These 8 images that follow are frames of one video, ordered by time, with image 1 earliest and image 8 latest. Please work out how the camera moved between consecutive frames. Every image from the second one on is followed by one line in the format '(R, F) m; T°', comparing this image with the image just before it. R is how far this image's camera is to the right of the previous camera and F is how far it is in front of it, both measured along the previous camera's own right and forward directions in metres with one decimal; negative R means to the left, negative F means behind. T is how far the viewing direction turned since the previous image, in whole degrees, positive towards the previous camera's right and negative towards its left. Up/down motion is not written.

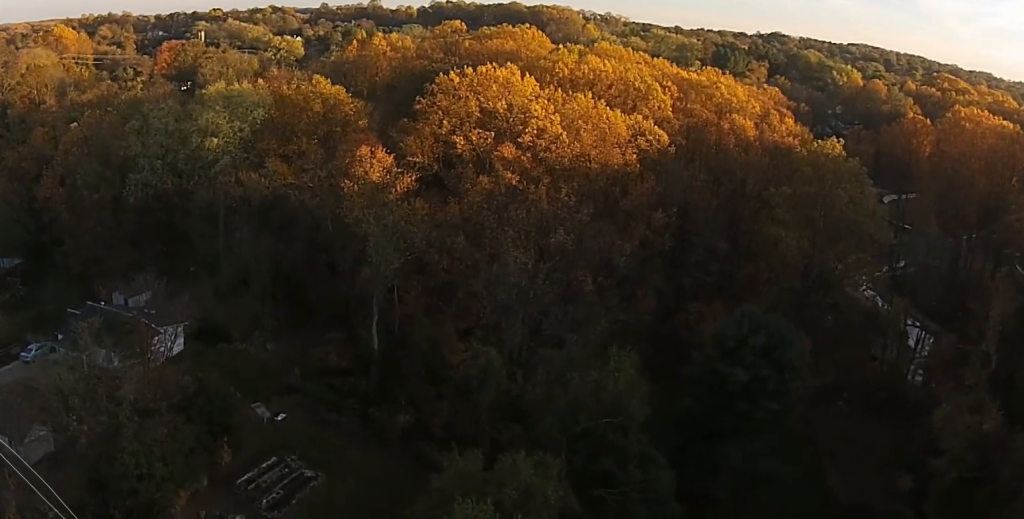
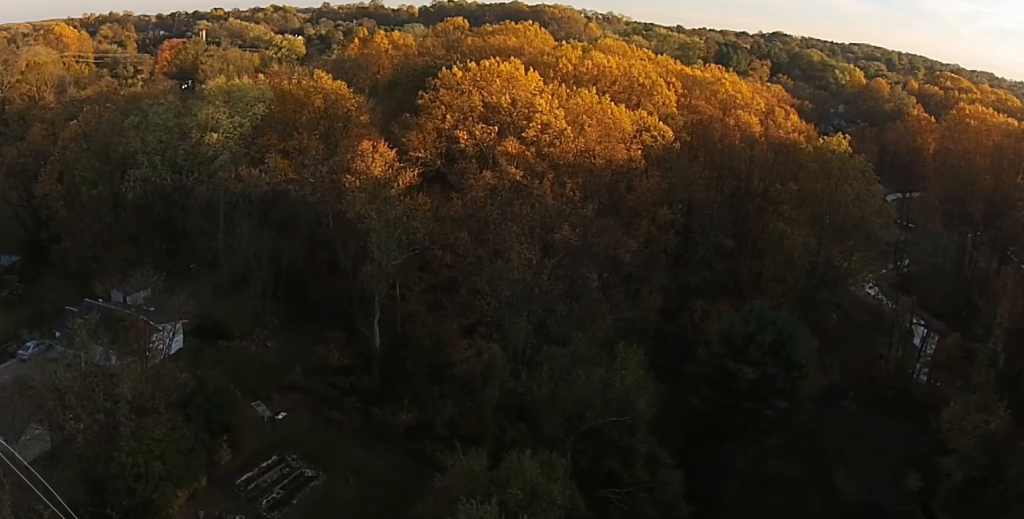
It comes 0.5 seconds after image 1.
(0.0, +1.2) m; +1°
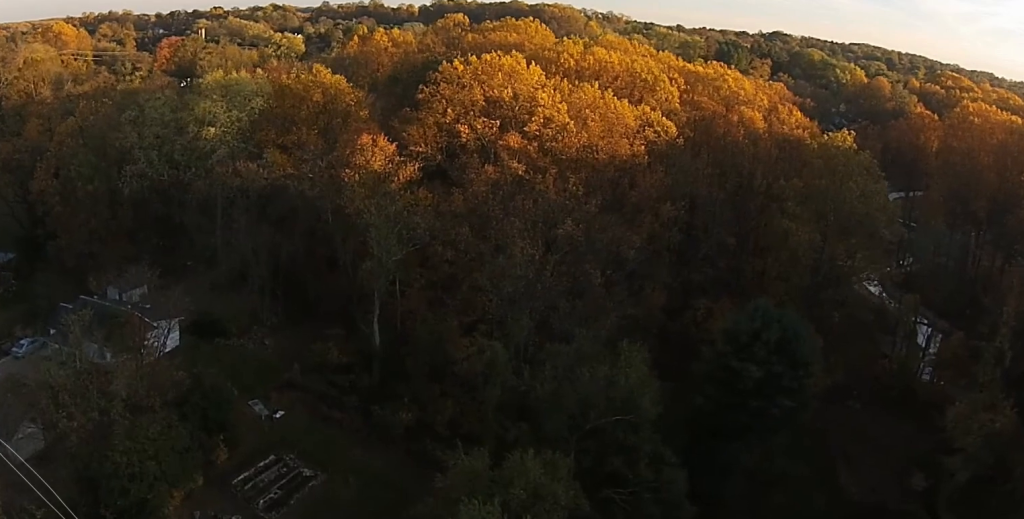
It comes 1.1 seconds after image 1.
(0.0, +1.3) m; +1°
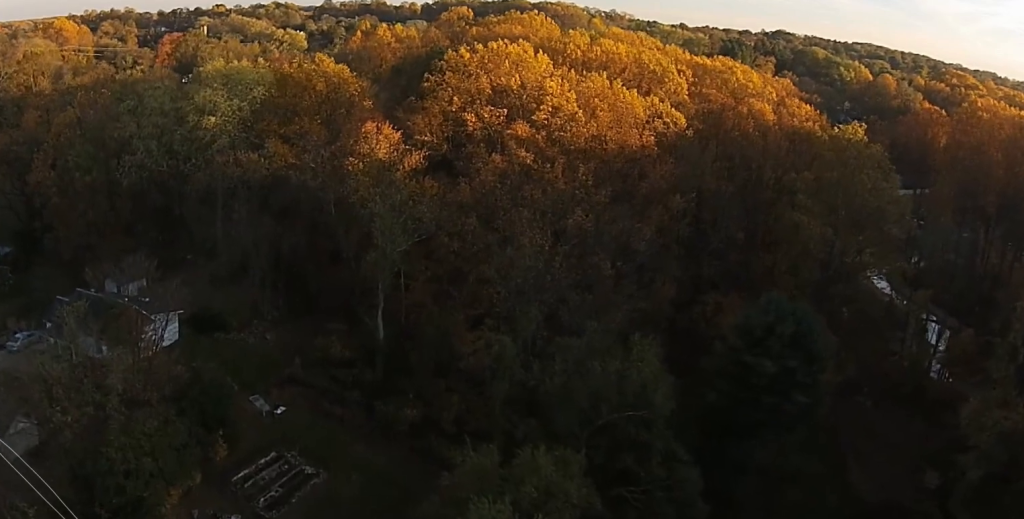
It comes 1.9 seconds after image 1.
(0.0, +2.2) m; +1°
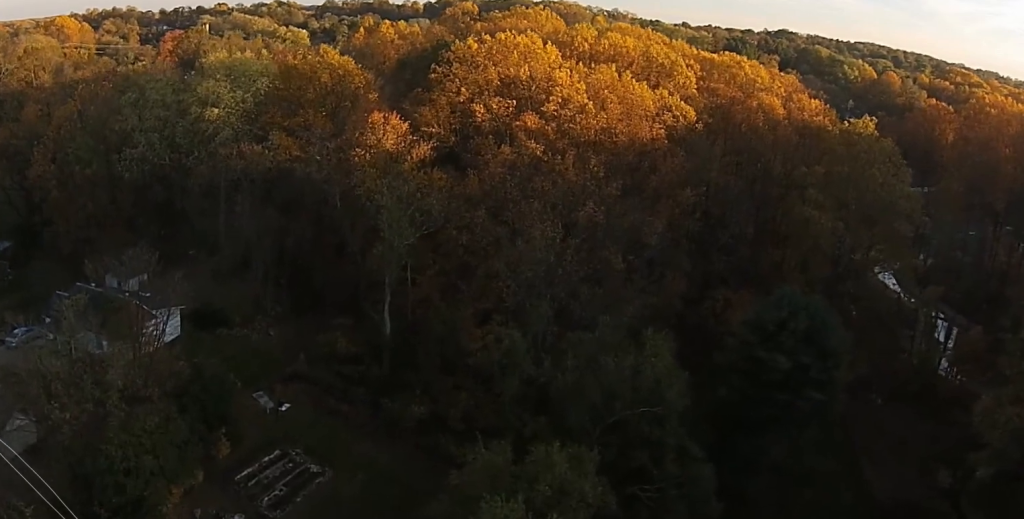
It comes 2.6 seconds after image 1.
(0.0, +2.1) m; +1°
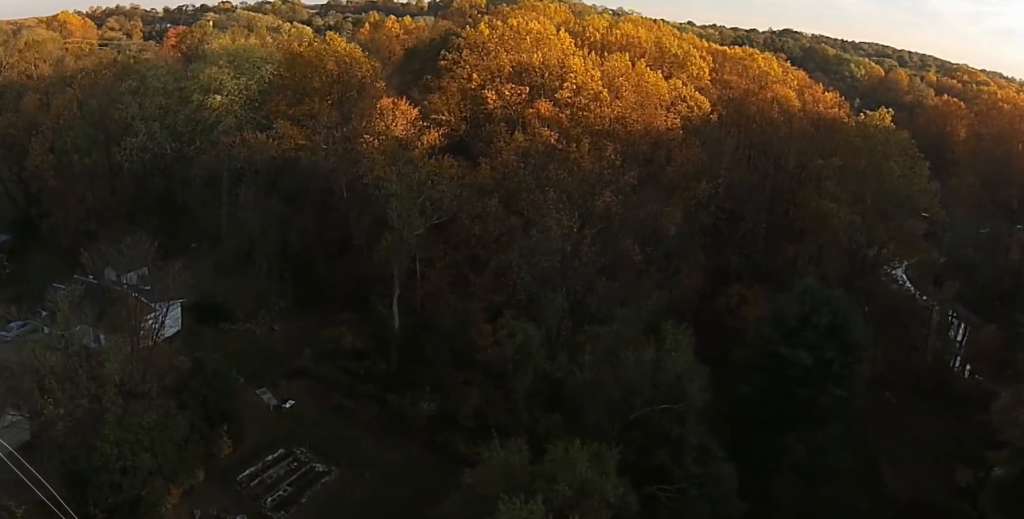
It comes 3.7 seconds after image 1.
(0.0, +3.3) m; -1°
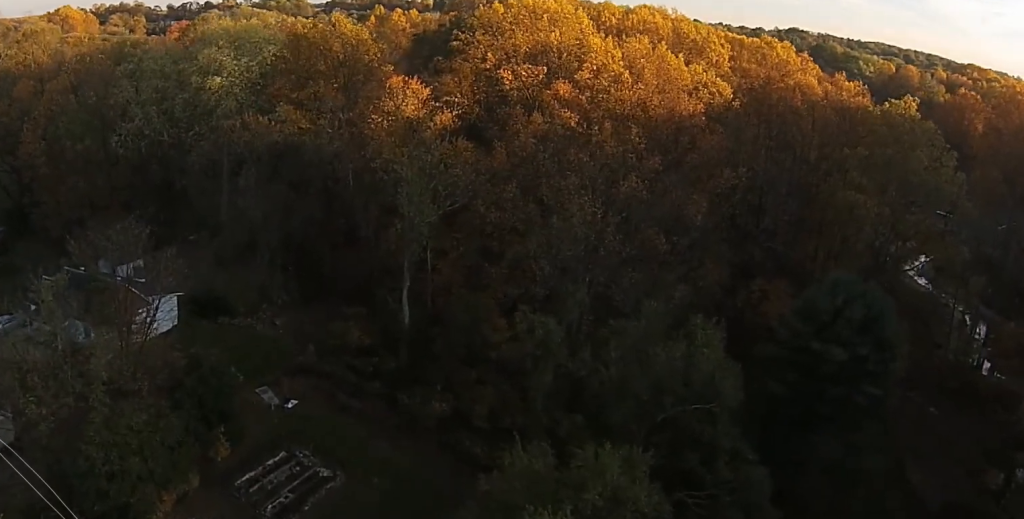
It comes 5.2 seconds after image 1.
(-0.1, +3.4) m; 0°
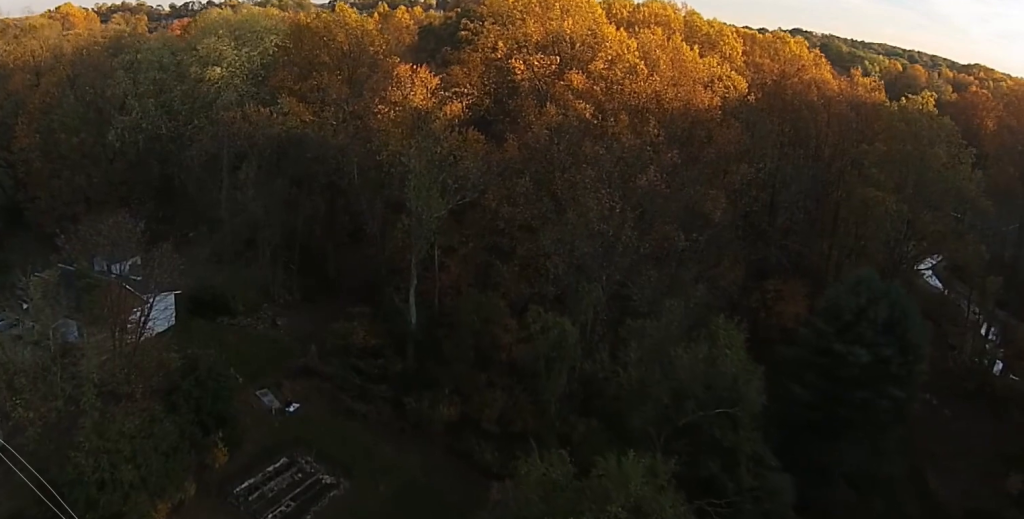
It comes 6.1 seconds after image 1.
(0.0, +1.8) m; 0°
